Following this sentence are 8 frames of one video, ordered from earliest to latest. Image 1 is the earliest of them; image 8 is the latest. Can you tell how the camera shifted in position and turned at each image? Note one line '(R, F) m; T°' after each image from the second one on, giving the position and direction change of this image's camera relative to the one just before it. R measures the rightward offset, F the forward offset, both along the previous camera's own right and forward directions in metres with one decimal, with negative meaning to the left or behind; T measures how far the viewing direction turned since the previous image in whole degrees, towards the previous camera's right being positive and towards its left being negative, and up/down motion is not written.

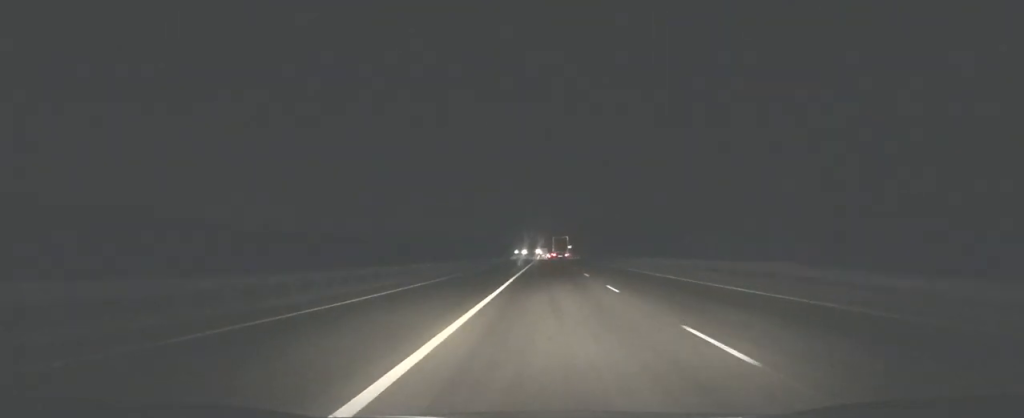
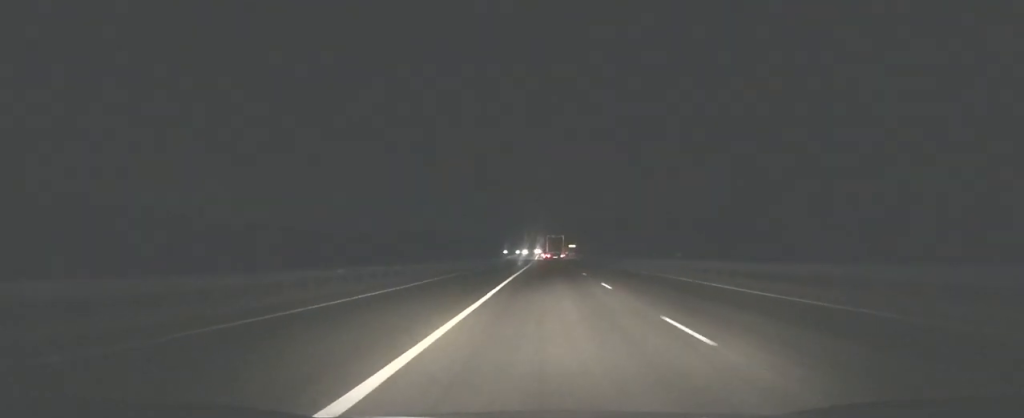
(-0.1, +33.0) m; 0°
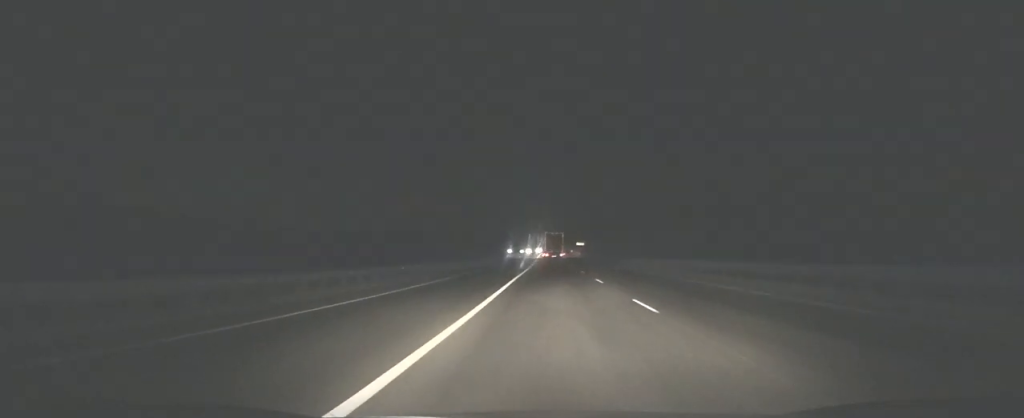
(-0.1, +30.2) m; 0°
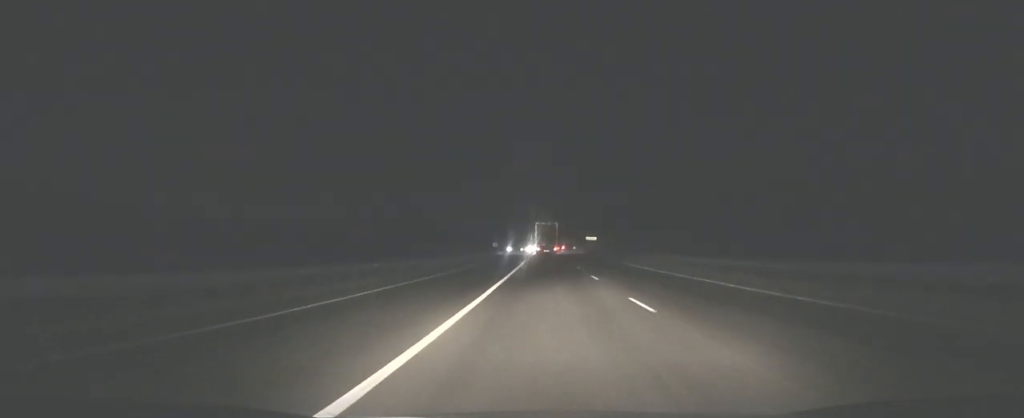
(-0.1, +45.5) m; 0°
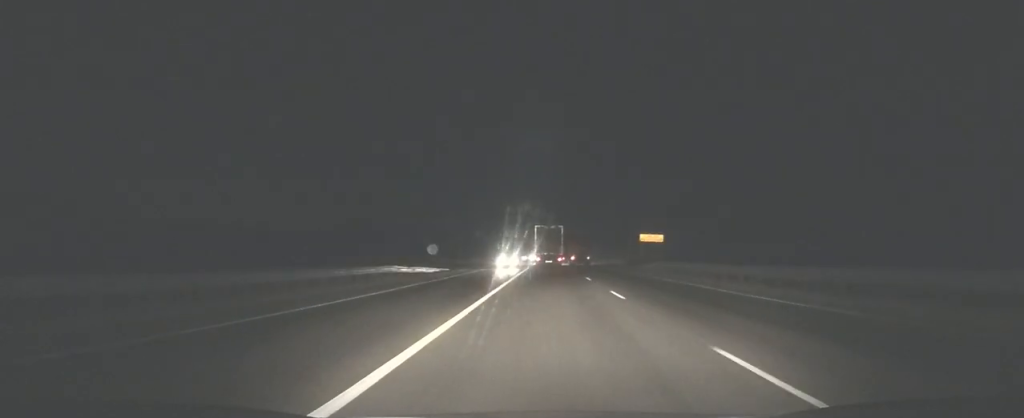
(-0.1, +63.7) m; 0°
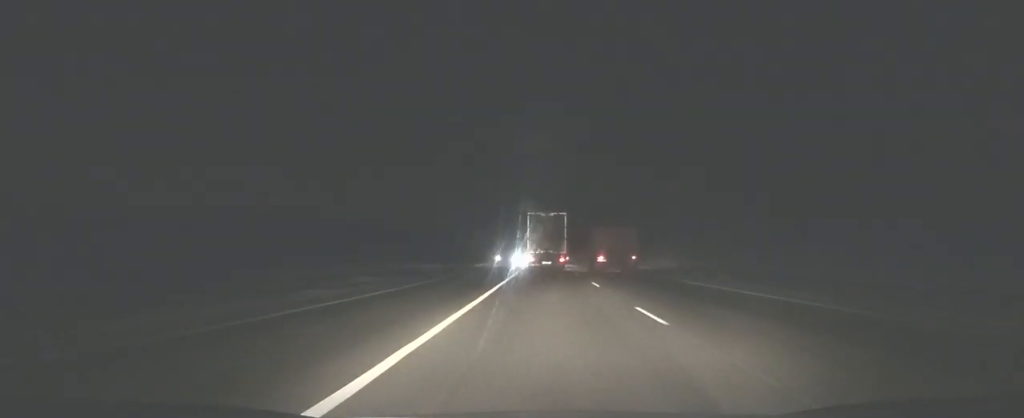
(-0.2, +100.4) m; 0°
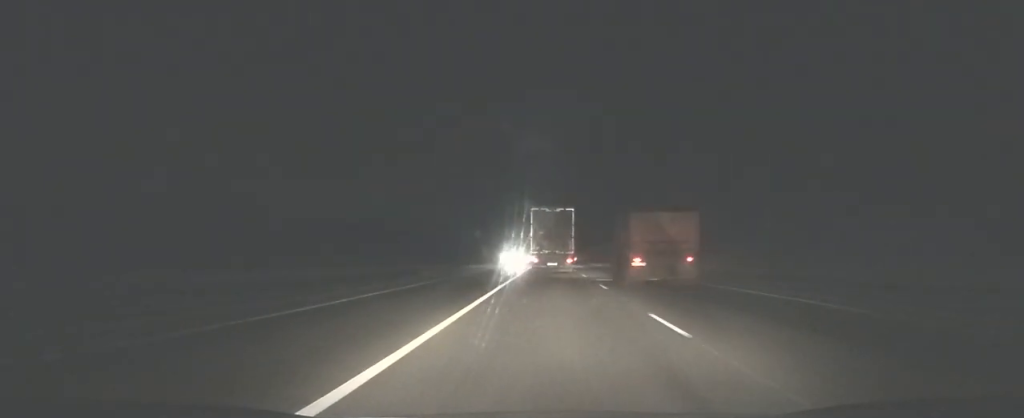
(+0.2, +38.7) m; 0°
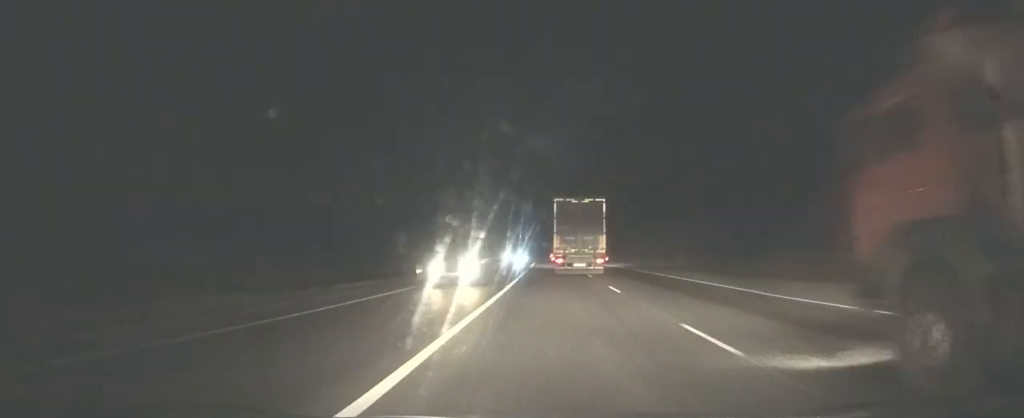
(0.0, +63.9) m; 0°
